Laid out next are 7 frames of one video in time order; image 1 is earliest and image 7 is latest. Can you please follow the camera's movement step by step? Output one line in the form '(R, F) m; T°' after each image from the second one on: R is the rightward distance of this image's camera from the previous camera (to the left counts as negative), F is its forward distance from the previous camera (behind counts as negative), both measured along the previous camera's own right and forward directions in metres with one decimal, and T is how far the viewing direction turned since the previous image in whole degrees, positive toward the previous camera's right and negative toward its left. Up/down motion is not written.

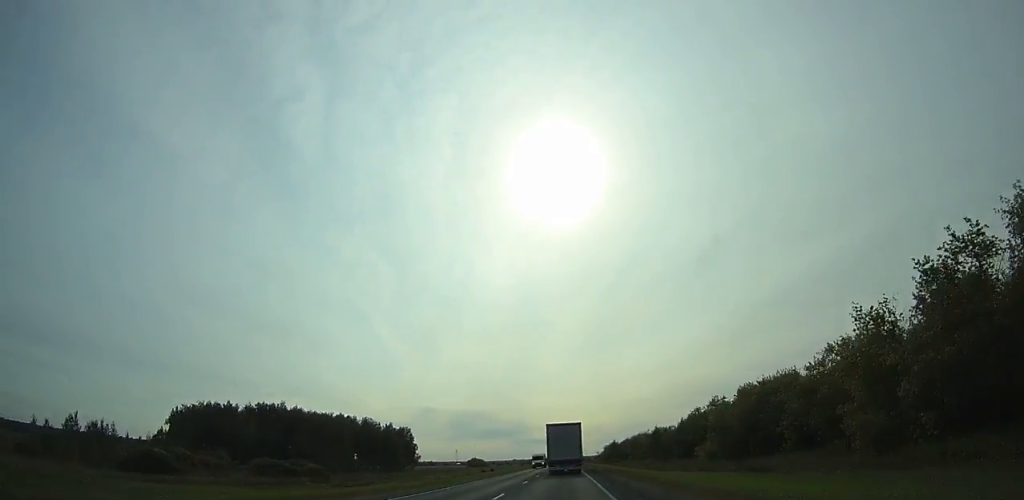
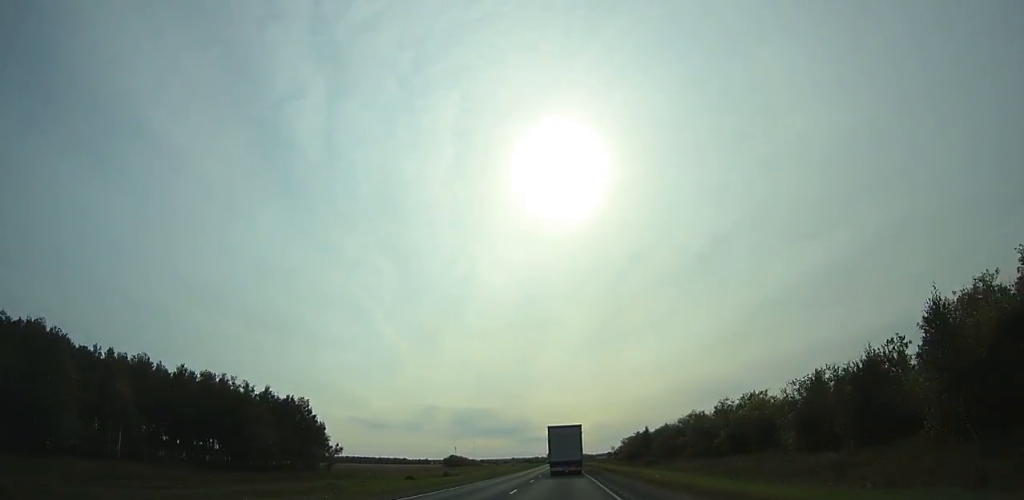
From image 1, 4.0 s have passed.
(-0.8, +94.6) m; -1°
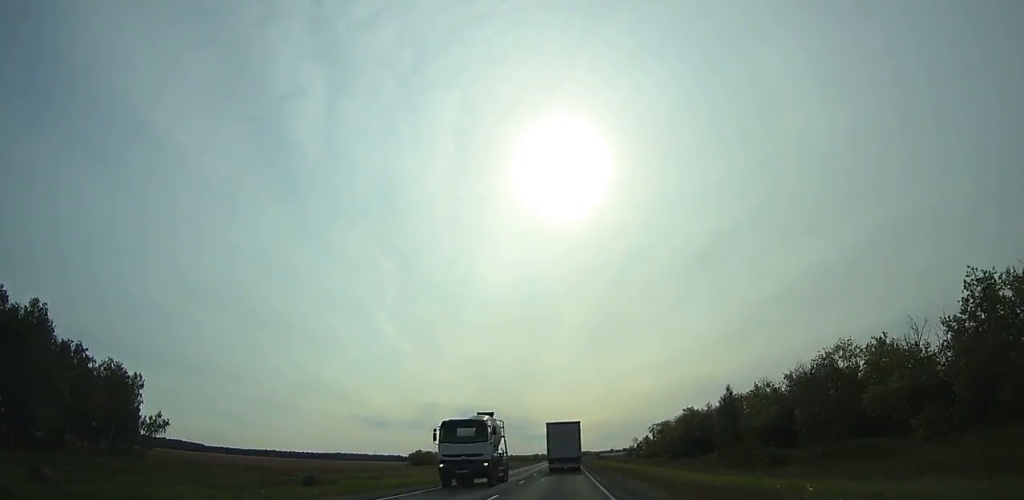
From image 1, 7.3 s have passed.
(-0.2, +79.7) m; 0°
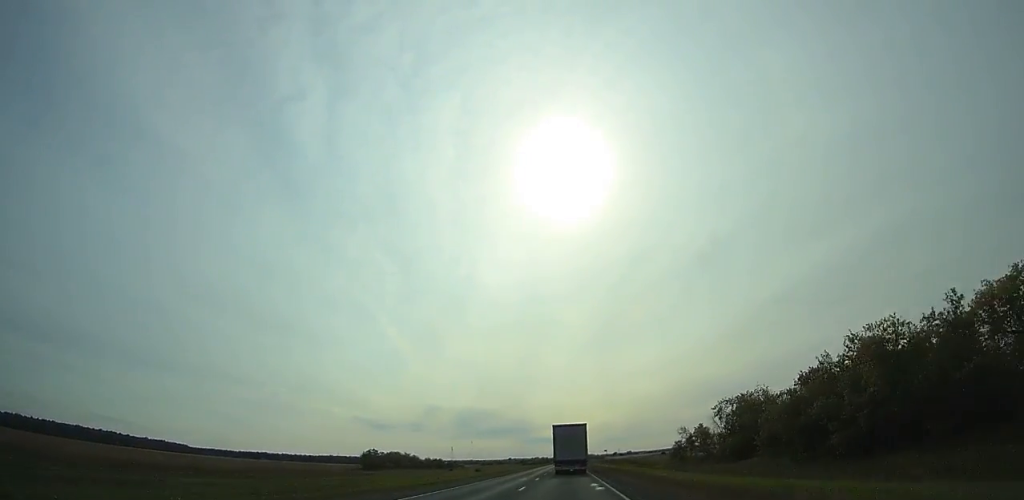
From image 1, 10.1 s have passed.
(0.0, +67.4) m; 0°
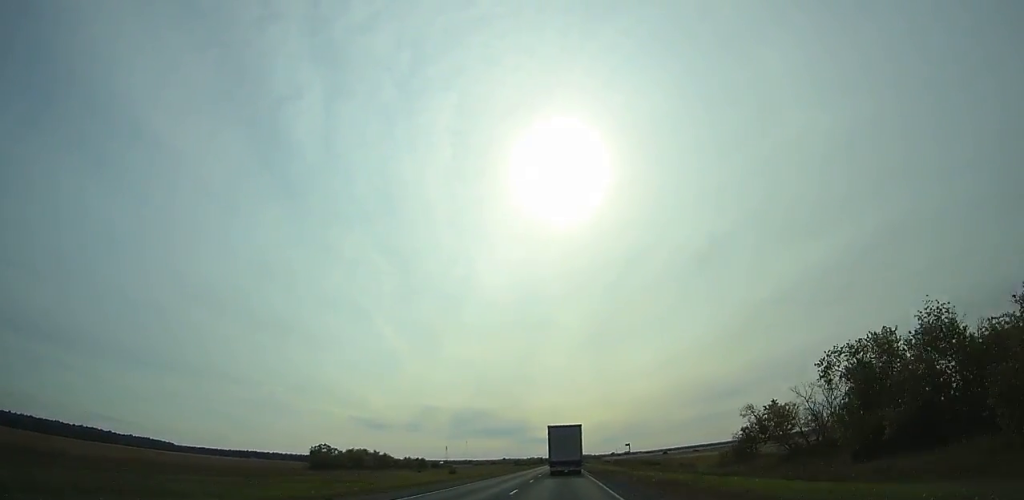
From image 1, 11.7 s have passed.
(0.0, +37.0) m; 0°
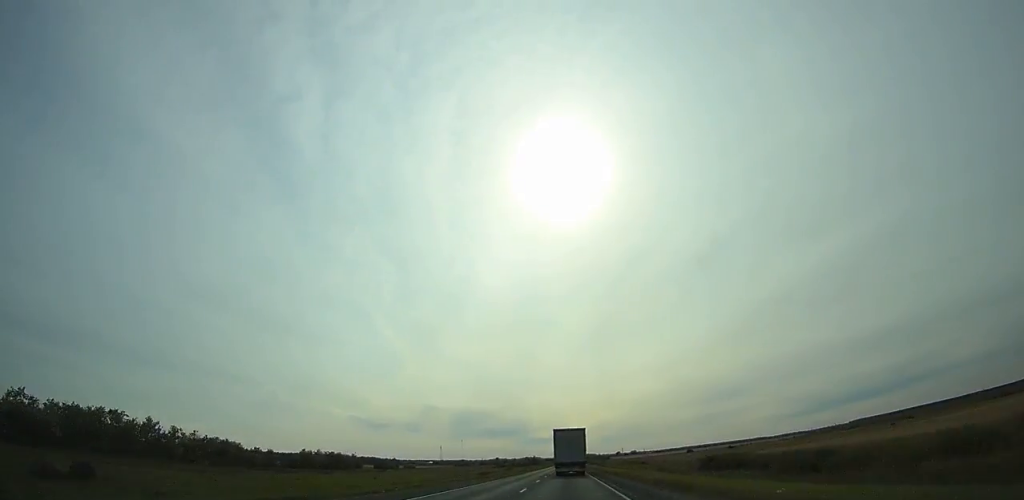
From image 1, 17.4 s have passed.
(+0.1, +133.3) m; 0°
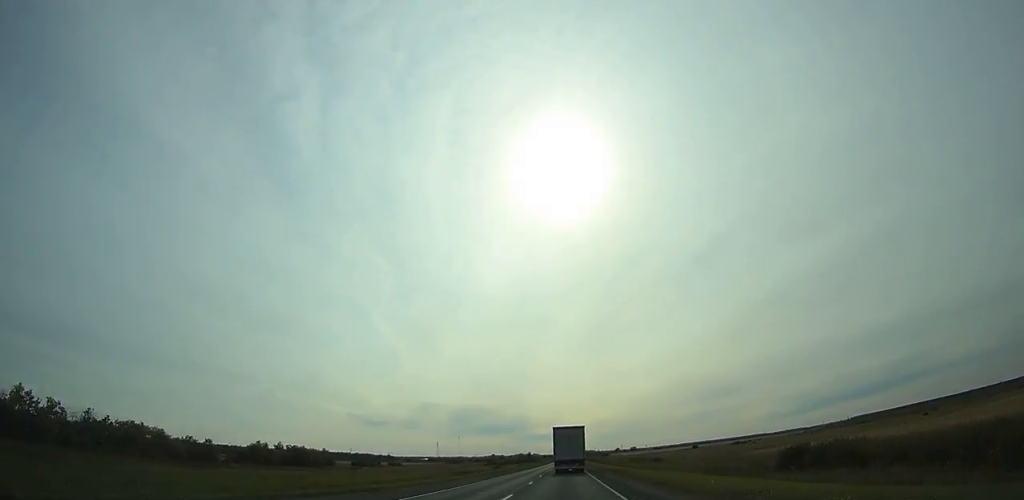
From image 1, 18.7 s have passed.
(-0.1, +30.7) m; 0°
